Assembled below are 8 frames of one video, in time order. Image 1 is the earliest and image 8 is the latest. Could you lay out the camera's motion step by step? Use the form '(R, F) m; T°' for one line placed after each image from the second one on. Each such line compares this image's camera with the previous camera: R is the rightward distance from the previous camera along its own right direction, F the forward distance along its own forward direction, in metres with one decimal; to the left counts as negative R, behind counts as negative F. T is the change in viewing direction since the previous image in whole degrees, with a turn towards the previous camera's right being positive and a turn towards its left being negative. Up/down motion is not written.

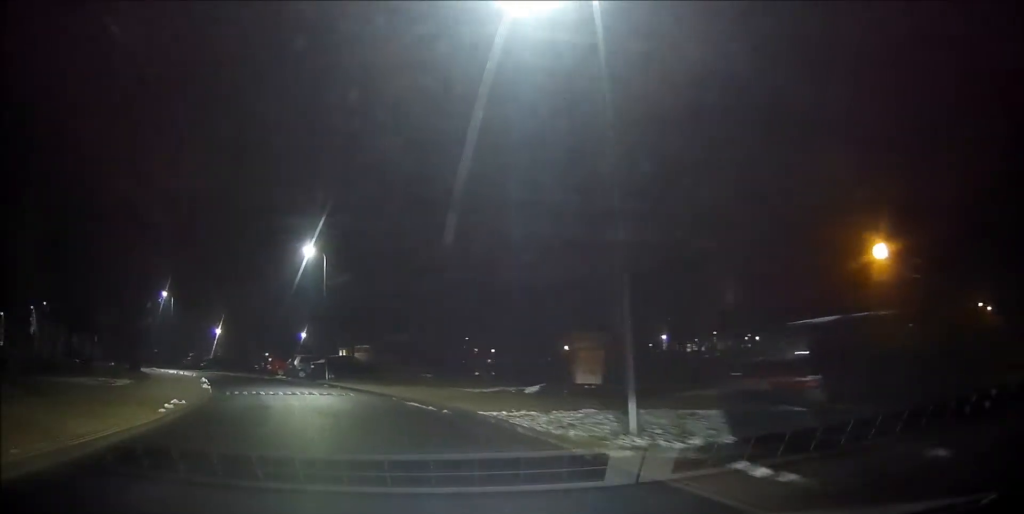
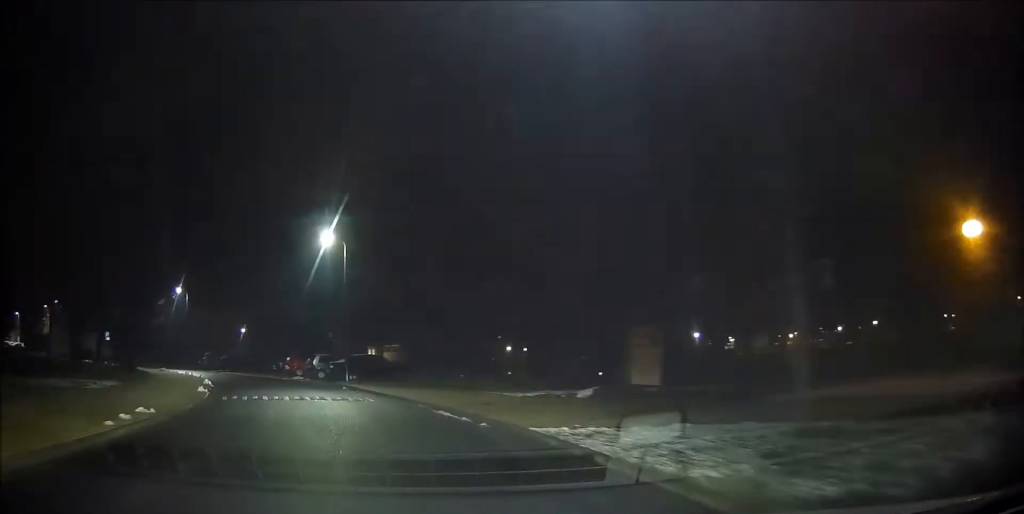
(0.0, +3.7) m; -1°
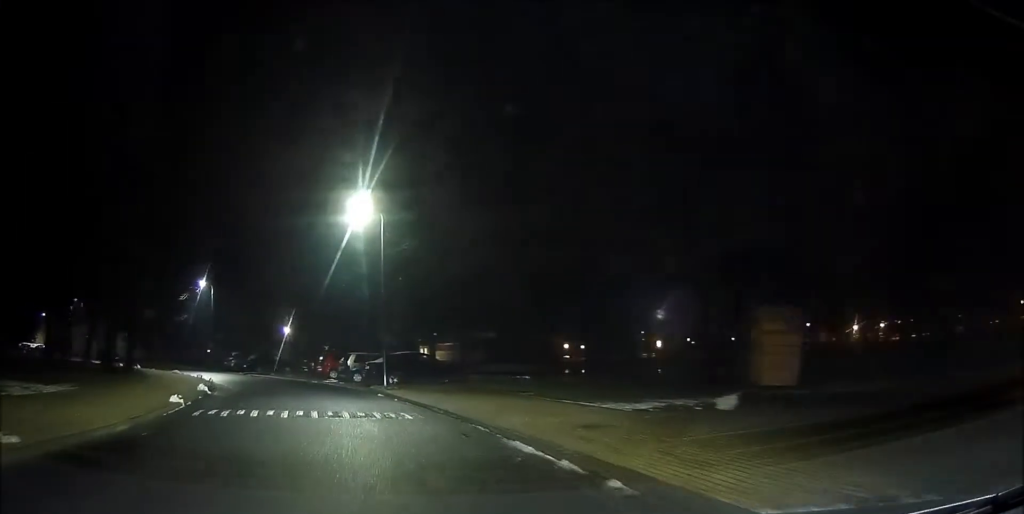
(-0.1, +6.6) m; -4°
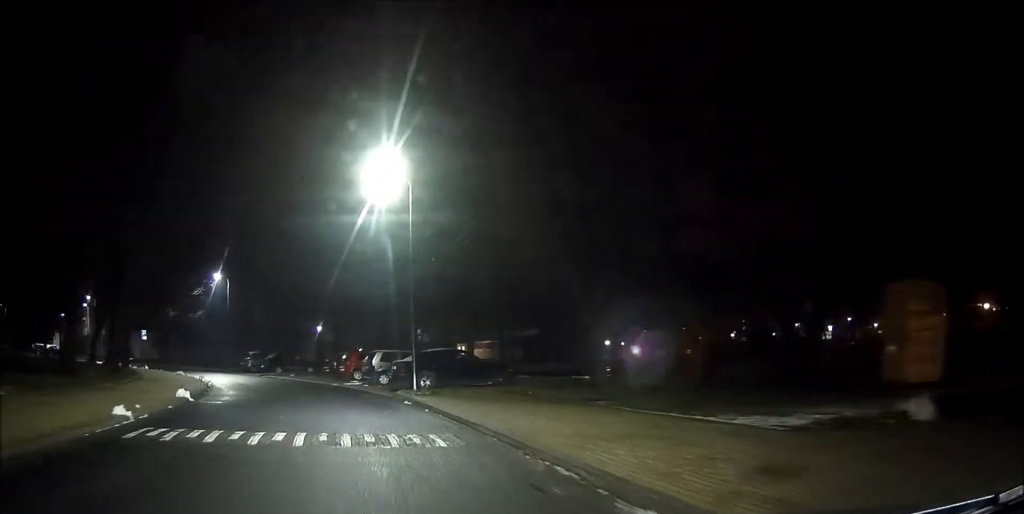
(-0.3, +4.9) m; -3°
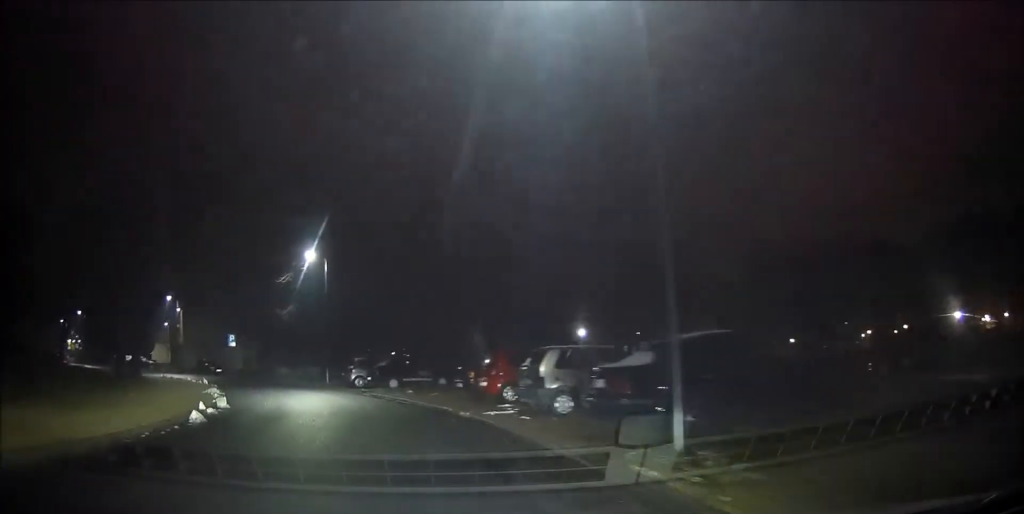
(-3.2, +15.4) m; -25°
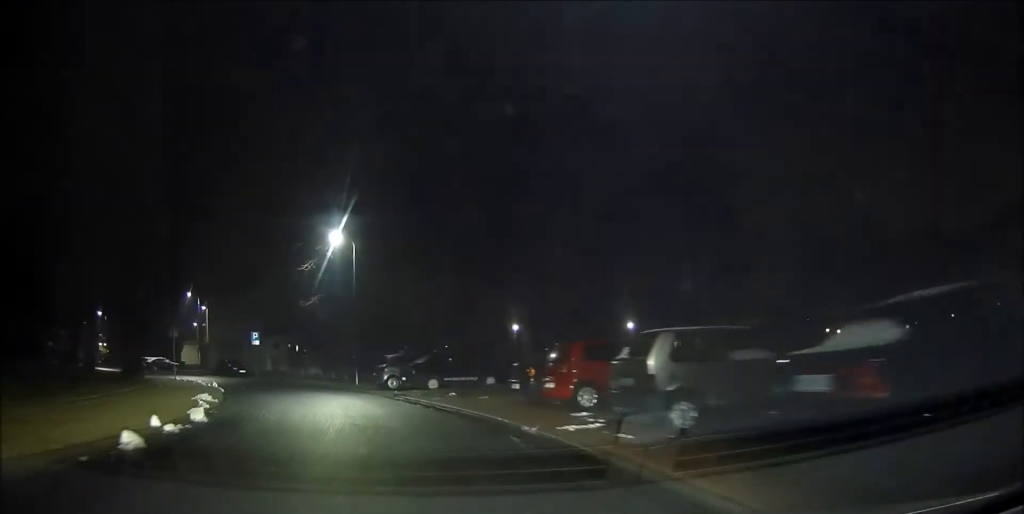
(-0.2, +5.3) m; -3°
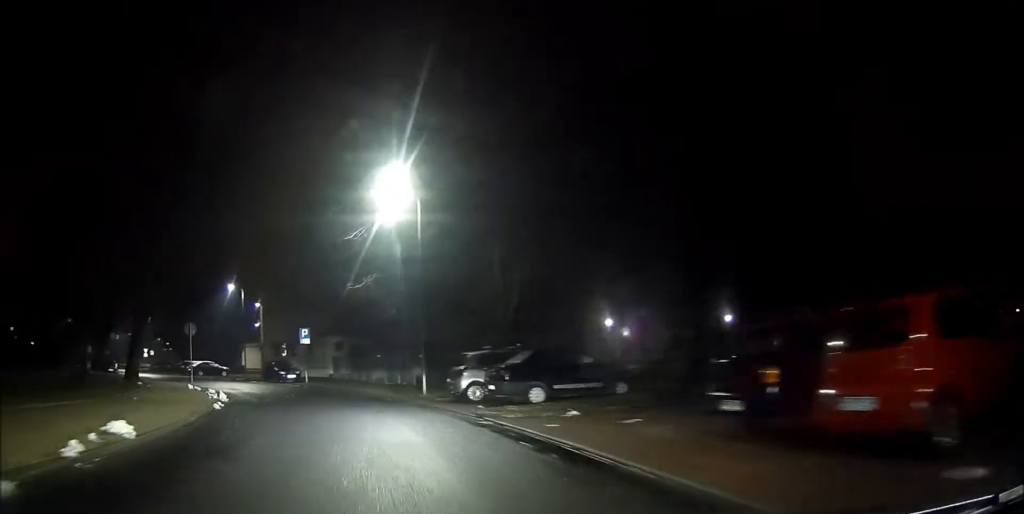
(0.0, +9.5) m; -3°
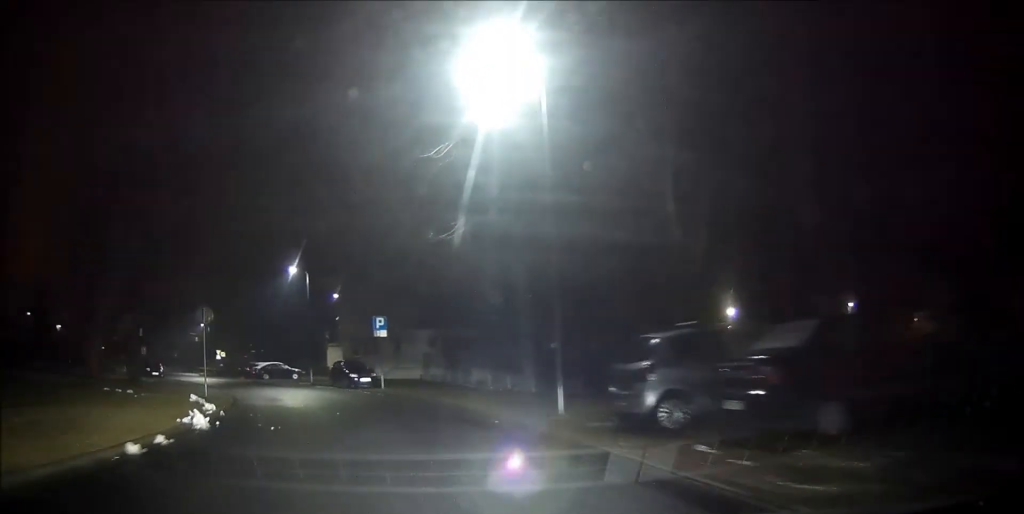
(-0.5, +10.3) m; -11°
